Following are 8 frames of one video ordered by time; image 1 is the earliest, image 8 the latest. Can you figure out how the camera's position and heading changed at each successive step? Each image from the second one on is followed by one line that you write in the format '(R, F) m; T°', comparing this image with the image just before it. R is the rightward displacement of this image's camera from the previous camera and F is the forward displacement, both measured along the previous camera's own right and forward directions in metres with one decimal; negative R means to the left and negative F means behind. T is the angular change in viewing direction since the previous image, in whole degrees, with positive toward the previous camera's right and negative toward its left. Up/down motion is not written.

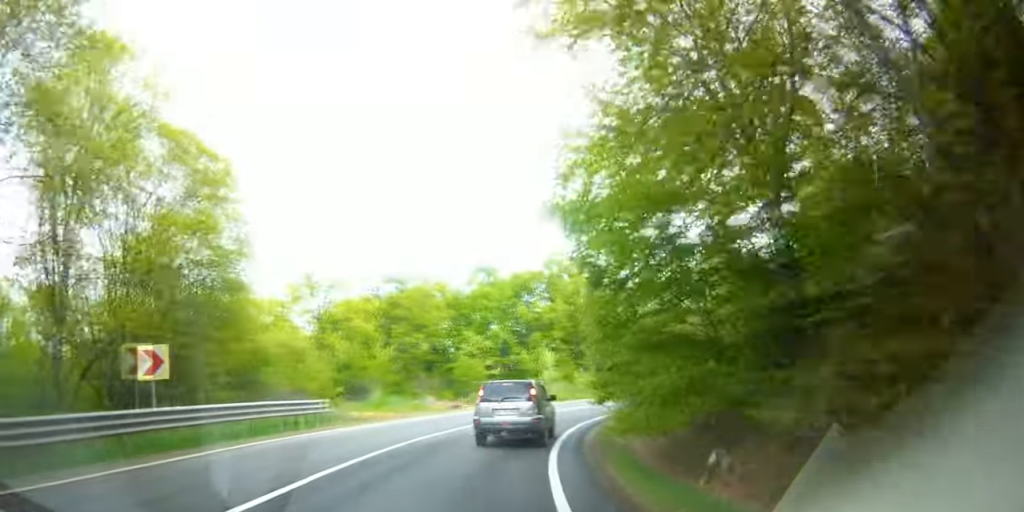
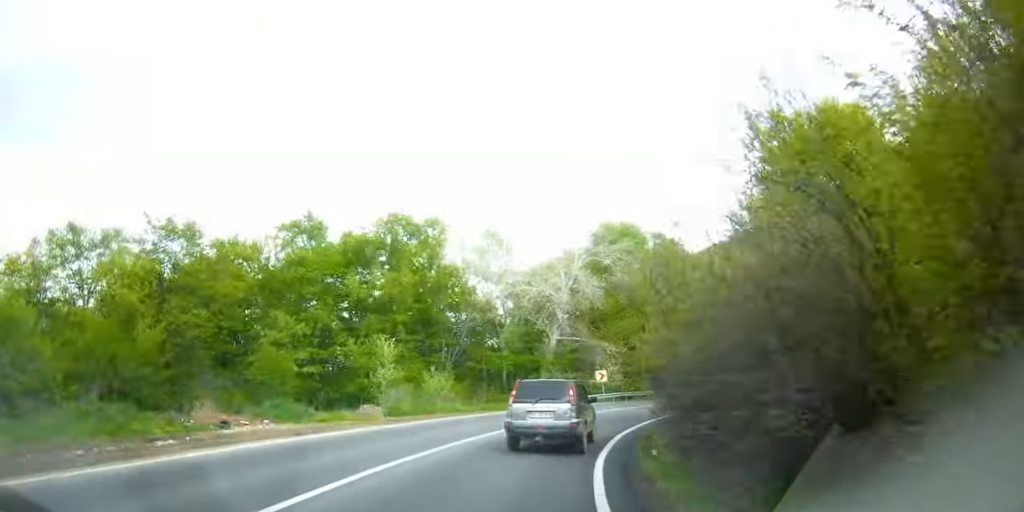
(+1.5, +14.9) m; +16°
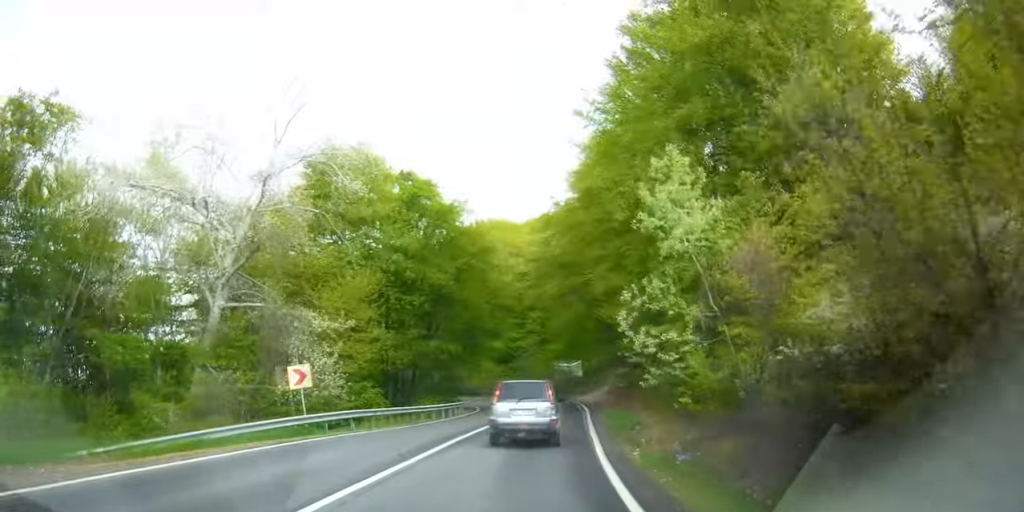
(+5.6, +22.0) m; +31°
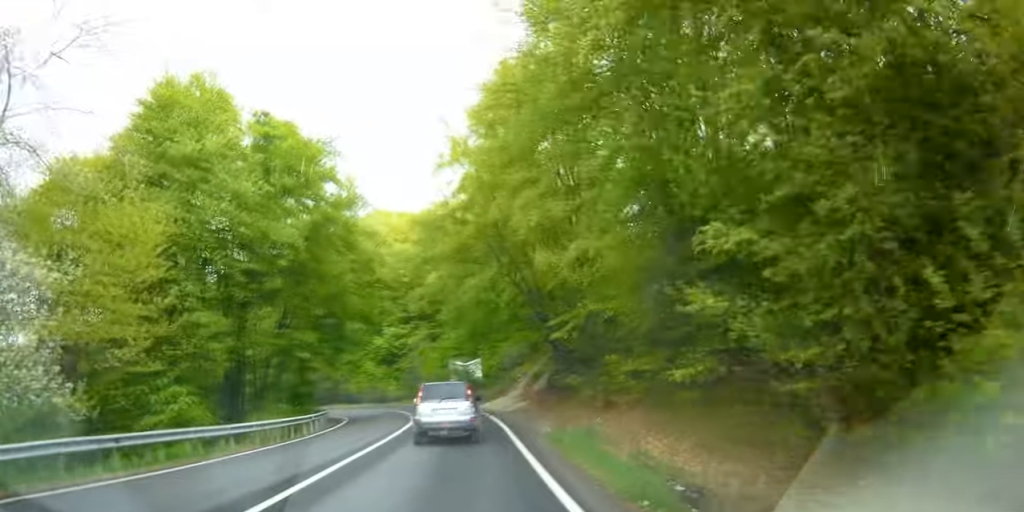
(+2.1, +13.1) m; +12°
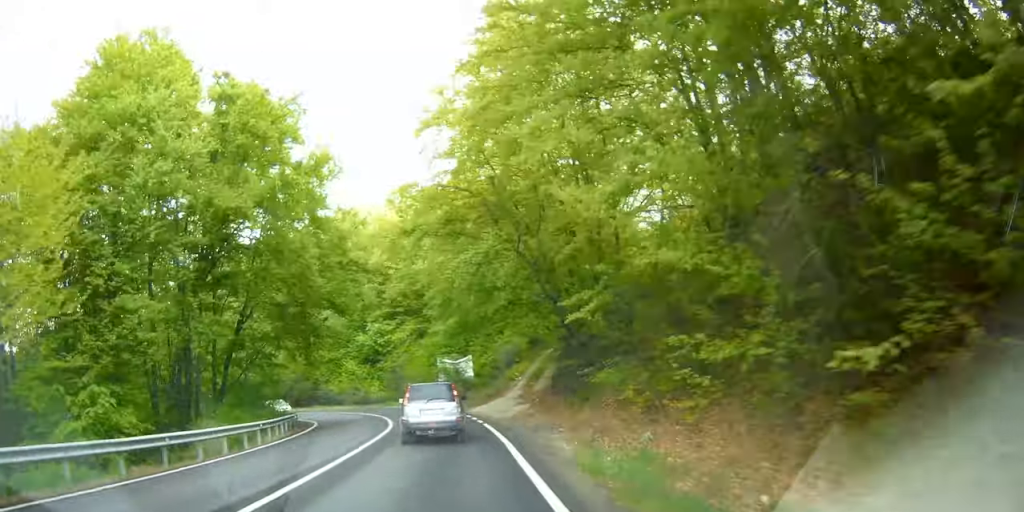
(+0.2, +5.3) m; +3°
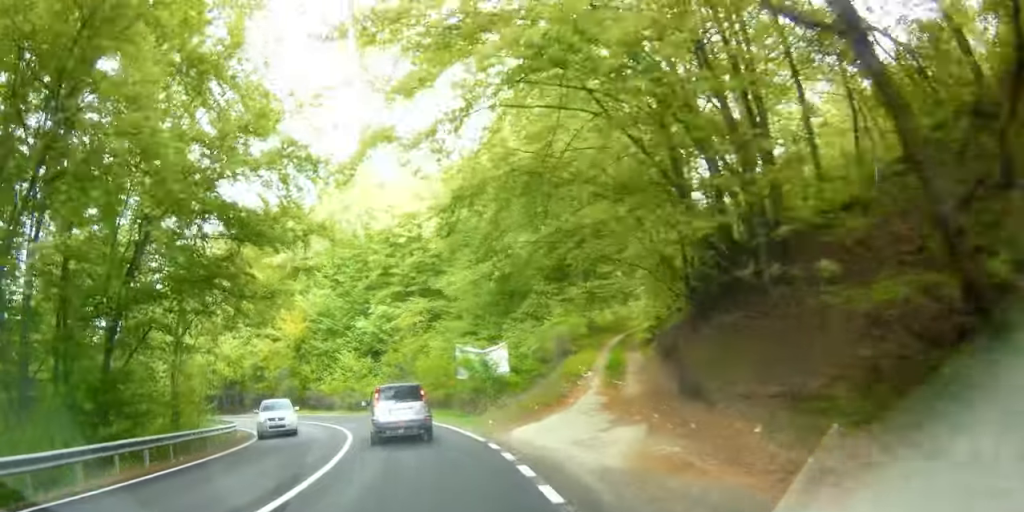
(+1.2, +15.2) m; +8°
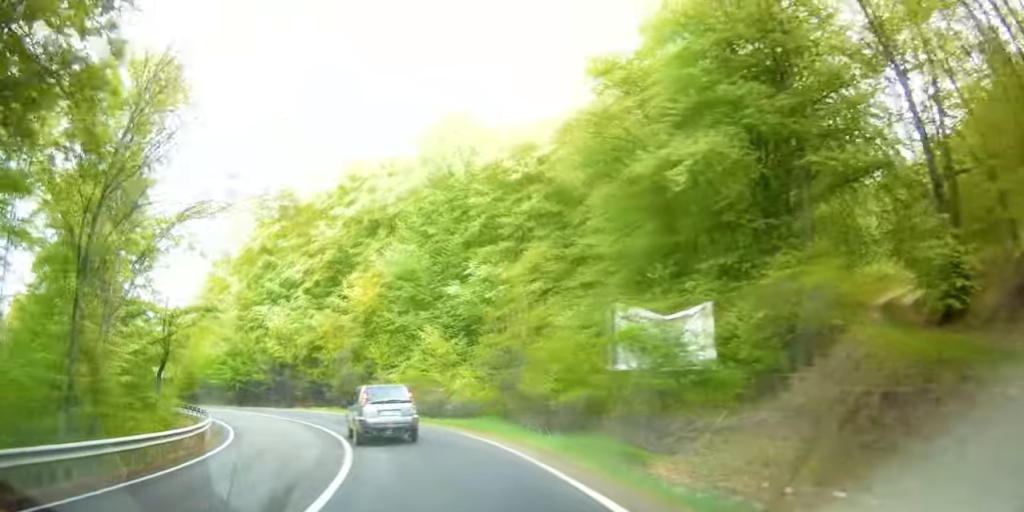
(+0.9, +17.5) m; +2°
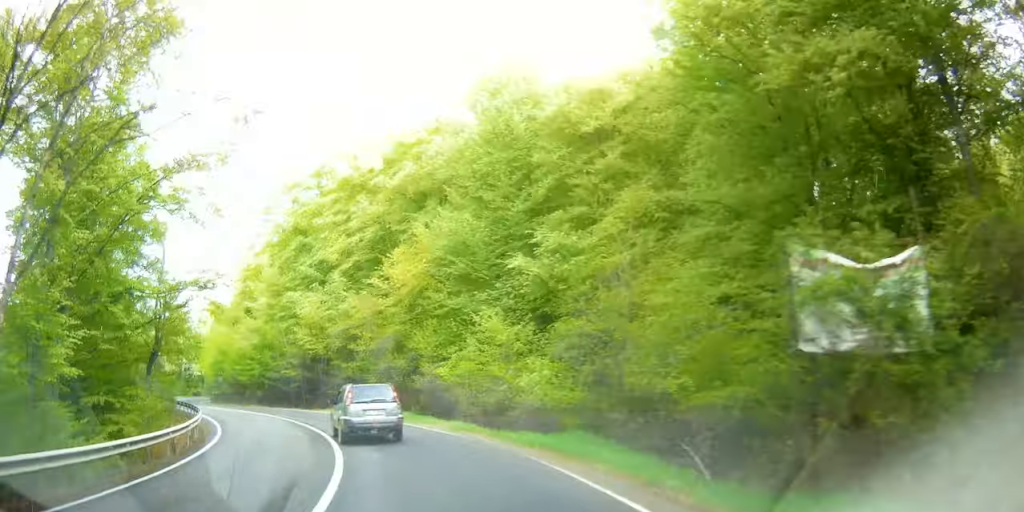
(0.0, +8.3) m; -1°
